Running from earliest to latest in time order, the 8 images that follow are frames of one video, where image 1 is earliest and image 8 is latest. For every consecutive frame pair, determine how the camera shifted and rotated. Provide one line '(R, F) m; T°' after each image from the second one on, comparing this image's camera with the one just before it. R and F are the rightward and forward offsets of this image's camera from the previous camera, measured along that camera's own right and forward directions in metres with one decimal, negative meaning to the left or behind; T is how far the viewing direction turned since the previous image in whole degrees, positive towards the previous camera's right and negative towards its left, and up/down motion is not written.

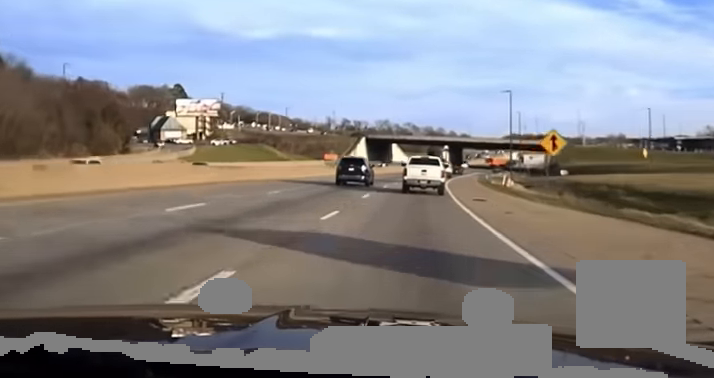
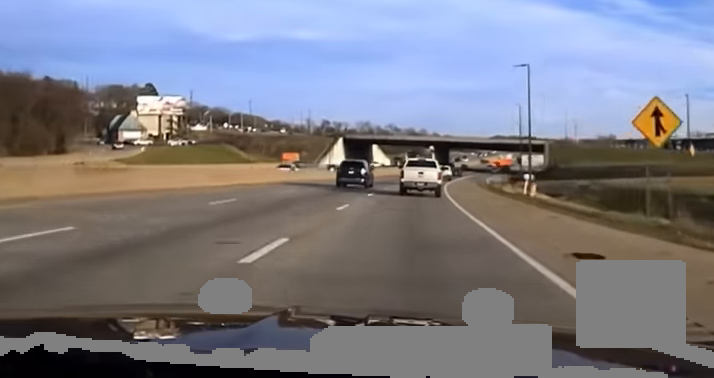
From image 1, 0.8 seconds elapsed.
(+0.3, +21.7) m; +1°
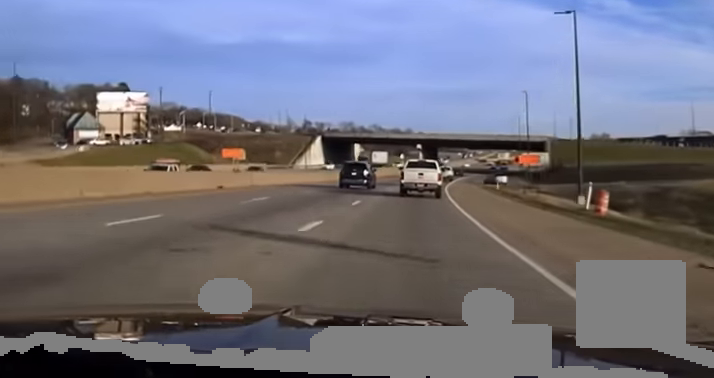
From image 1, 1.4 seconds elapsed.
(+0.1, +18.1) m; +1°
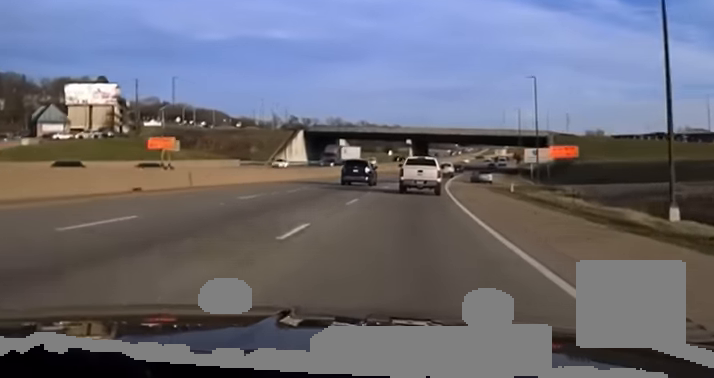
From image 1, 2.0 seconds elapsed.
(+0.1, +12.7) m; +1°
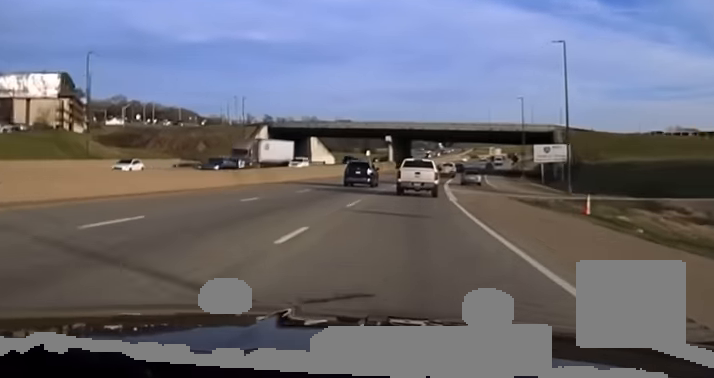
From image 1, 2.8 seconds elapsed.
(+0.2, +20.4) m; +2°
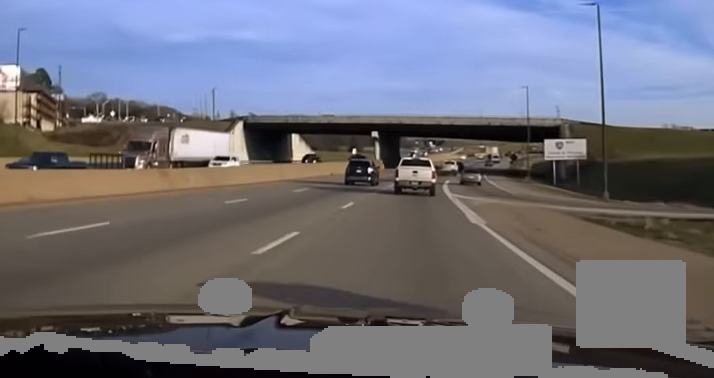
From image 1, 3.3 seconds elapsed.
(0.0, +12.8) m; +1°
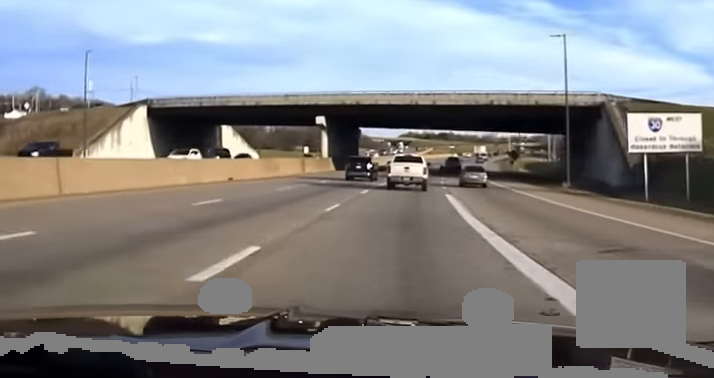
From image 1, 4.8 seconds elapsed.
(+1.3, +37.5) m; +3°
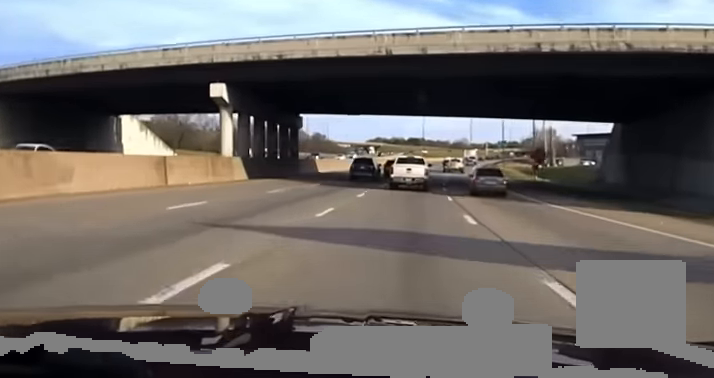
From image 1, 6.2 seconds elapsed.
(+0.8, +38.7) m; +2°
